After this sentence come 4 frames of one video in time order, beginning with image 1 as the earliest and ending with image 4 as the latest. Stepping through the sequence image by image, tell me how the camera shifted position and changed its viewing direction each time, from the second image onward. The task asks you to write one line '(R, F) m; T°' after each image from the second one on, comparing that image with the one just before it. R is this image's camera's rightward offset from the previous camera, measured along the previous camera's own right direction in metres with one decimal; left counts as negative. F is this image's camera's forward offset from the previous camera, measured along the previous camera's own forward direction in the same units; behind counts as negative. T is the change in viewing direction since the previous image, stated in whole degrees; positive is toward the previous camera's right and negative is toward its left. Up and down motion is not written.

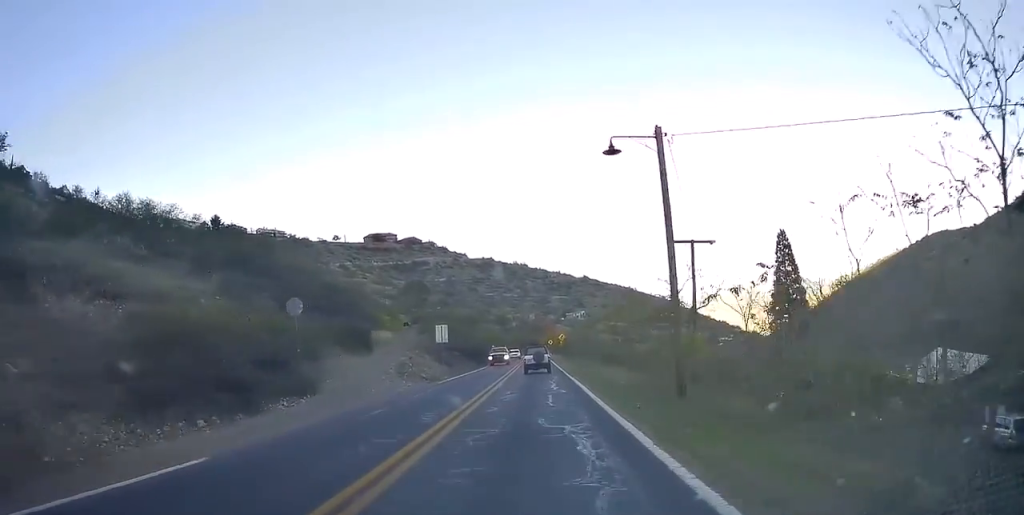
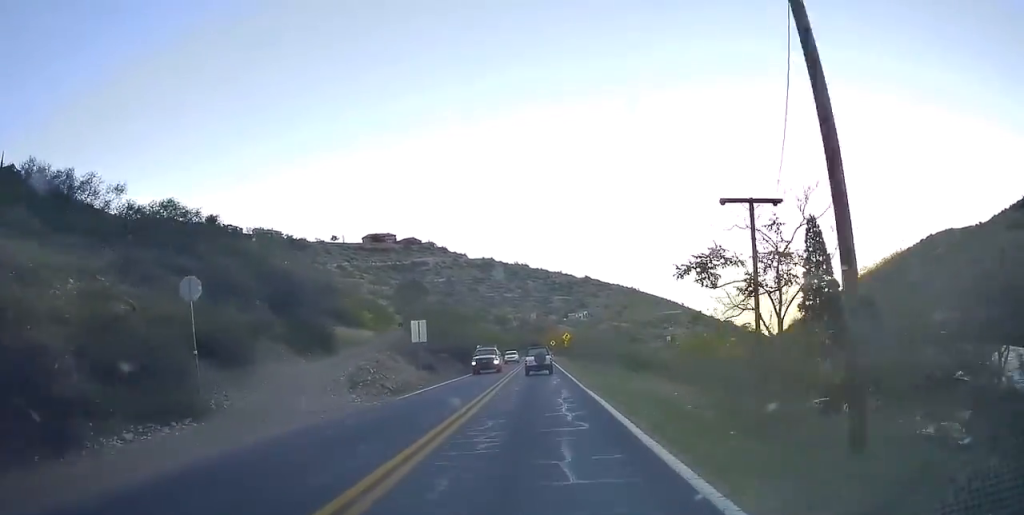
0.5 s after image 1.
(+0.2, +8.9) m; 0°
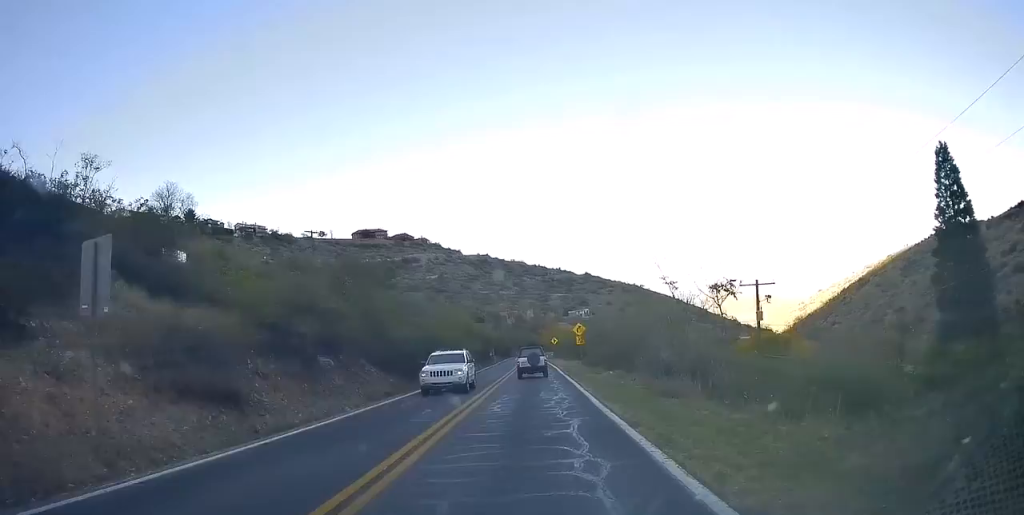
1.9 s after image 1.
(-0.2, +27.6) m; 0°
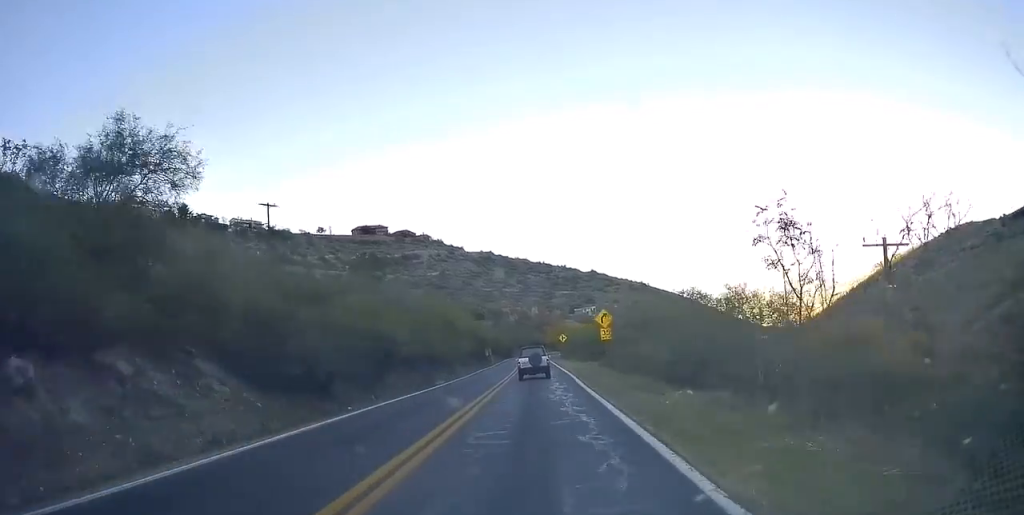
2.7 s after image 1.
(+0.1, +15.5) m; 0°
